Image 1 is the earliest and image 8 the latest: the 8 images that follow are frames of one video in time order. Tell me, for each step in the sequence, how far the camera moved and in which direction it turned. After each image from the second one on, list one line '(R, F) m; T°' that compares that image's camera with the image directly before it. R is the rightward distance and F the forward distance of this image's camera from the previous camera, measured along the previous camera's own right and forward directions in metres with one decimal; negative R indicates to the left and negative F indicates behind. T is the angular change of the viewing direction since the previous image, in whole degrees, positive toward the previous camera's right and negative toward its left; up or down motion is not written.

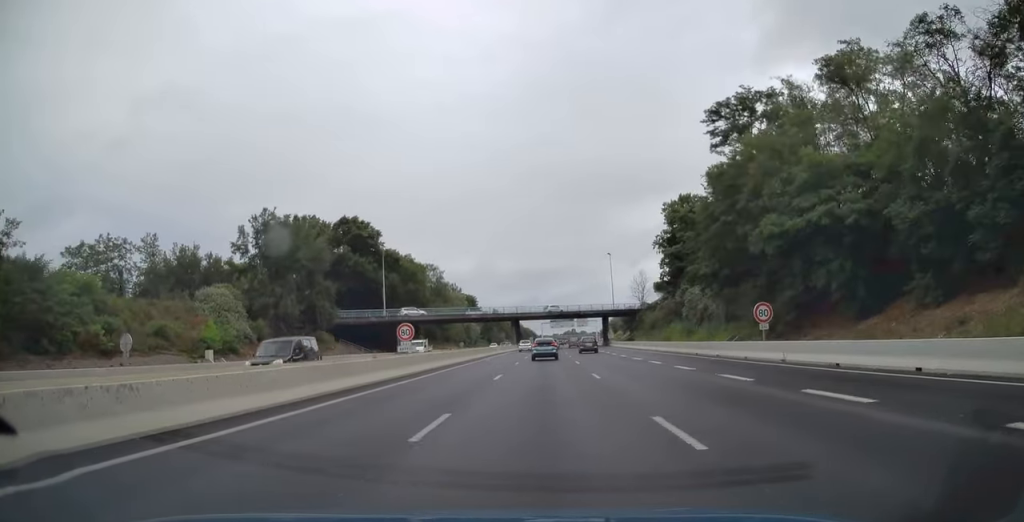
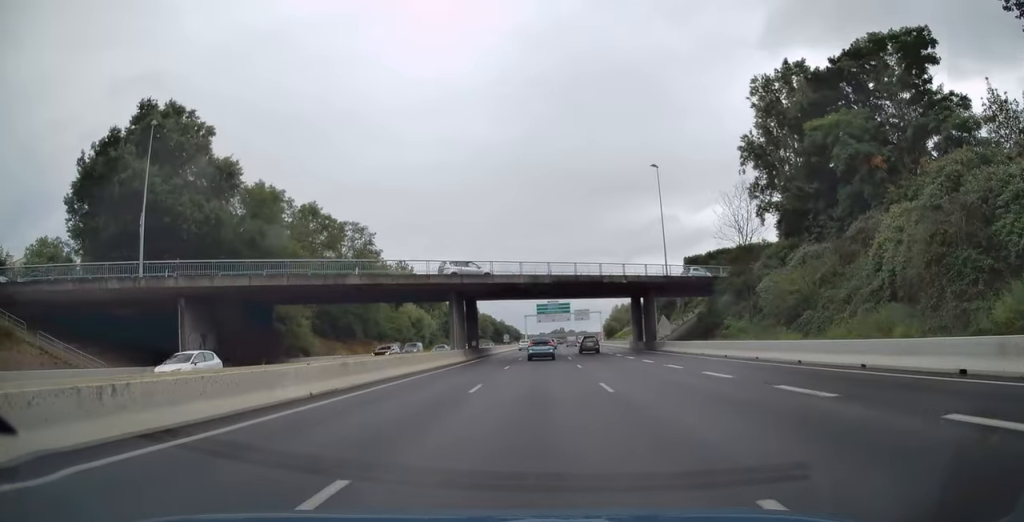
(+0.7, +57.6) m; +1°
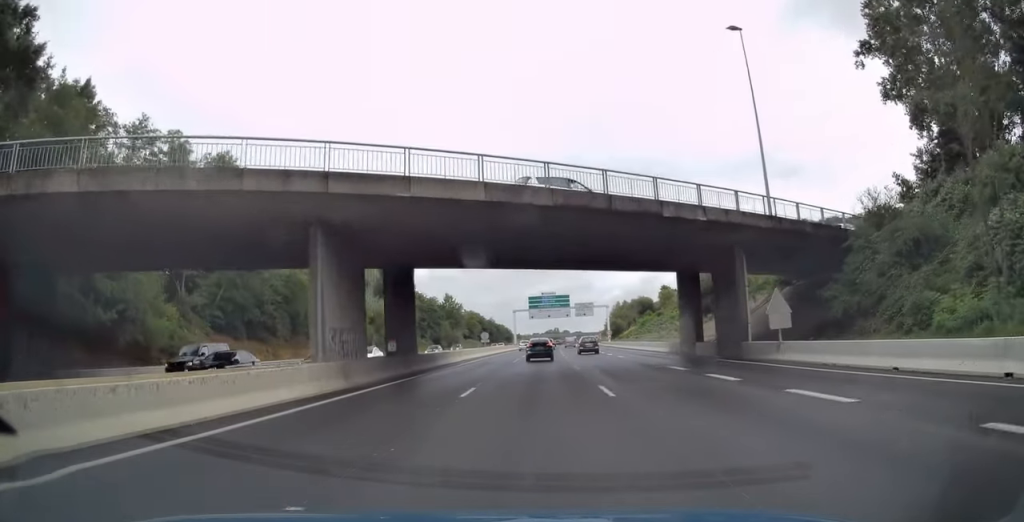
(0.0, +27.0) m; 0°
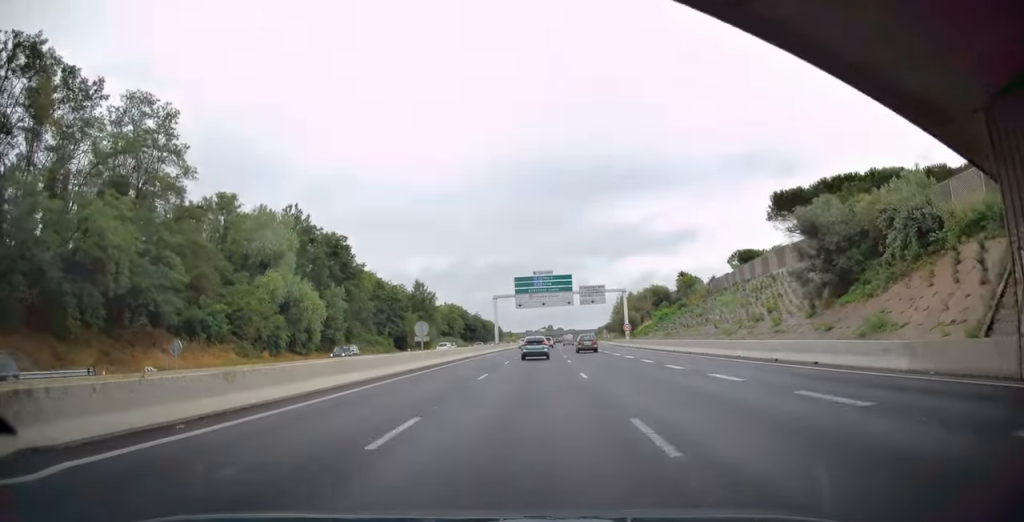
(+0.1, +33.4) m; +1°
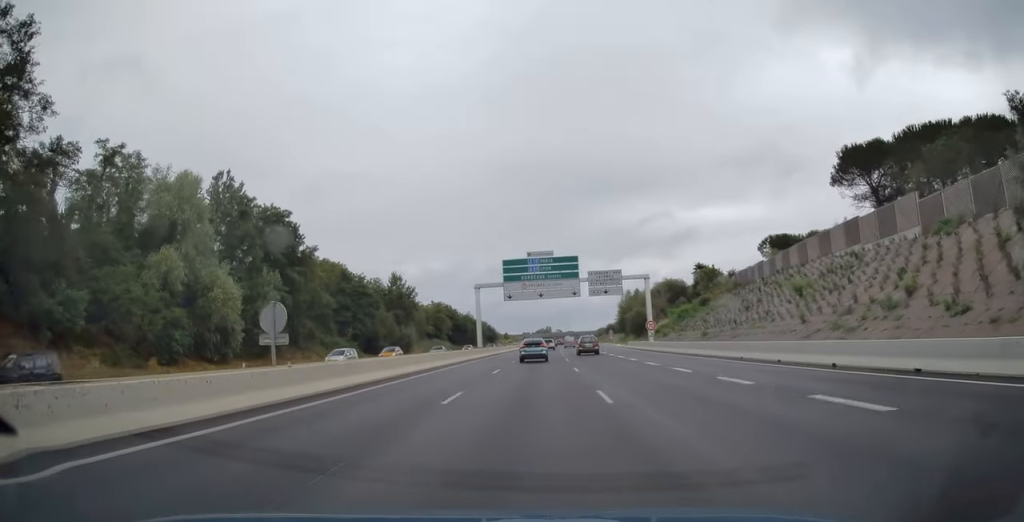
(+0.3, +20.2) m; +1°
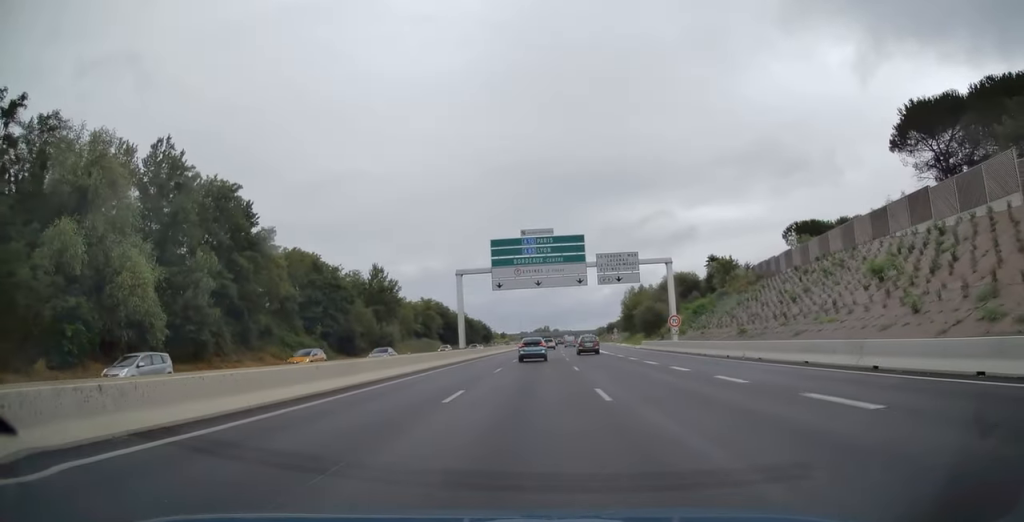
(+0.1, +12.7) m; 0°
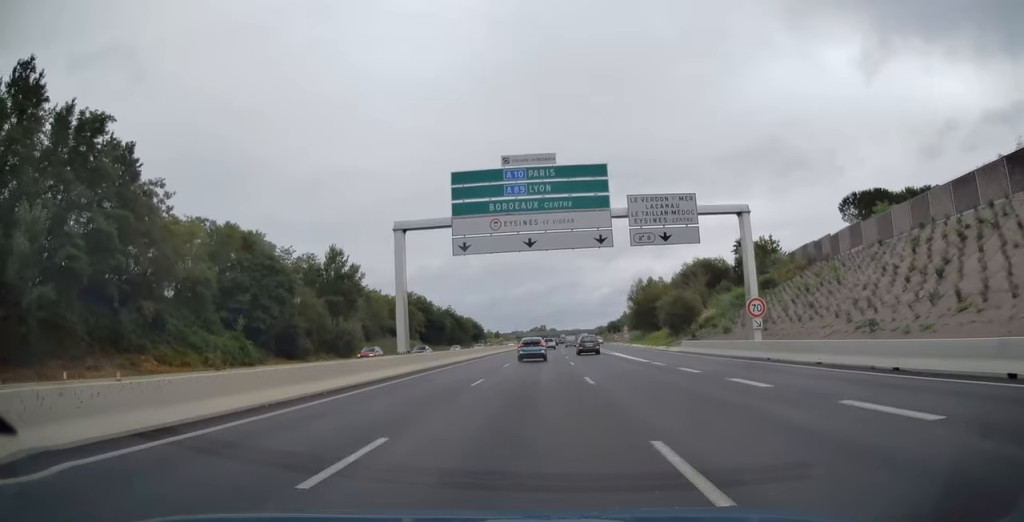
(0.0, +21.1) m; 0°
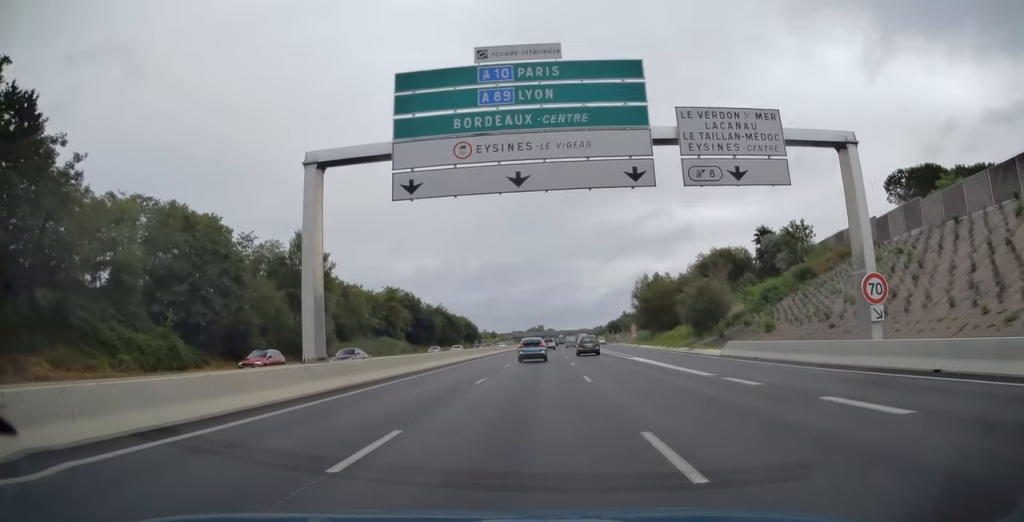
(0.0, +12.2) m; 0°
